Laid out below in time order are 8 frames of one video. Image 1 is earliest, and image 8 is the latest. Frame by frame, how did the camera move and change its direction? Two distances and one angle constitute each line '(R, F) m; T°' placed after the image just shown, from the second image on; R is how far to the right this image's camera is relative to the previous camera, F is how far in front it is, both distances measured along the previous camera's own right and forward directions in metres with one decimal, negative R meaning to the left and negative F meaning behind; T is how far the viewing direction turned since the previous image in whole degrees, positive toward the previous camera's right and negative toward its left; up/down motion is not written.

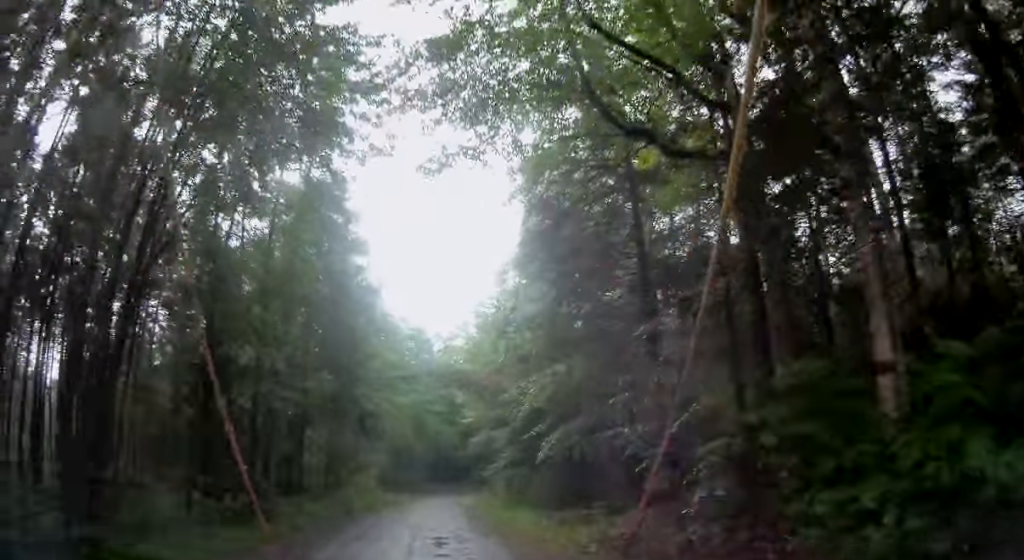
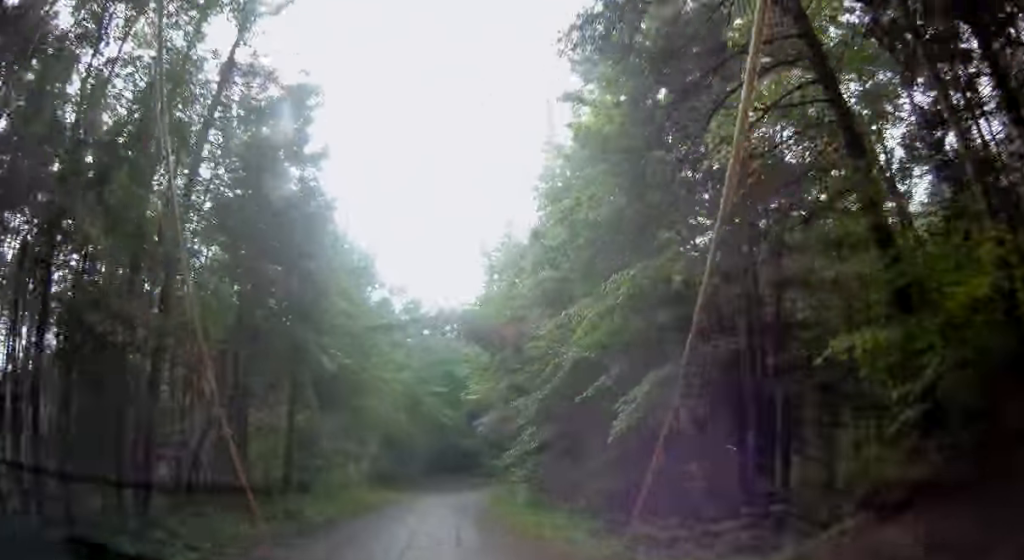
(-0.2, +7.5) m; -2°
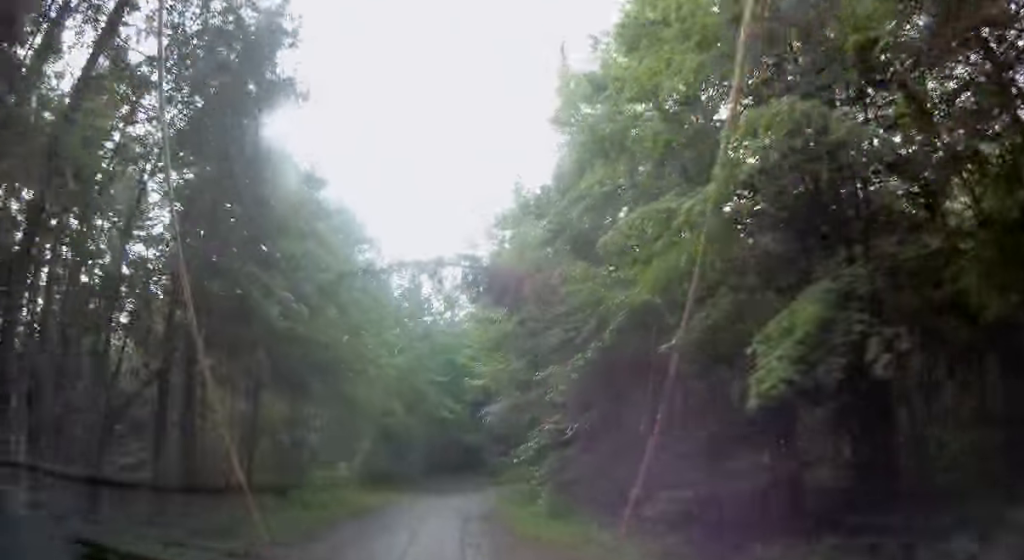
(+0.1, +4.5) m; -2°
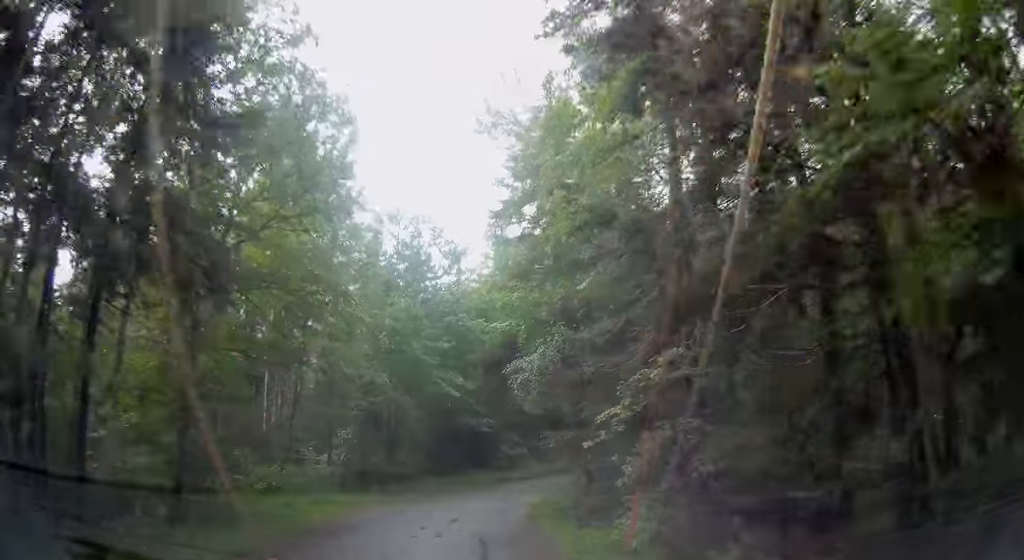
(-0.5, +9.6) m; -2°
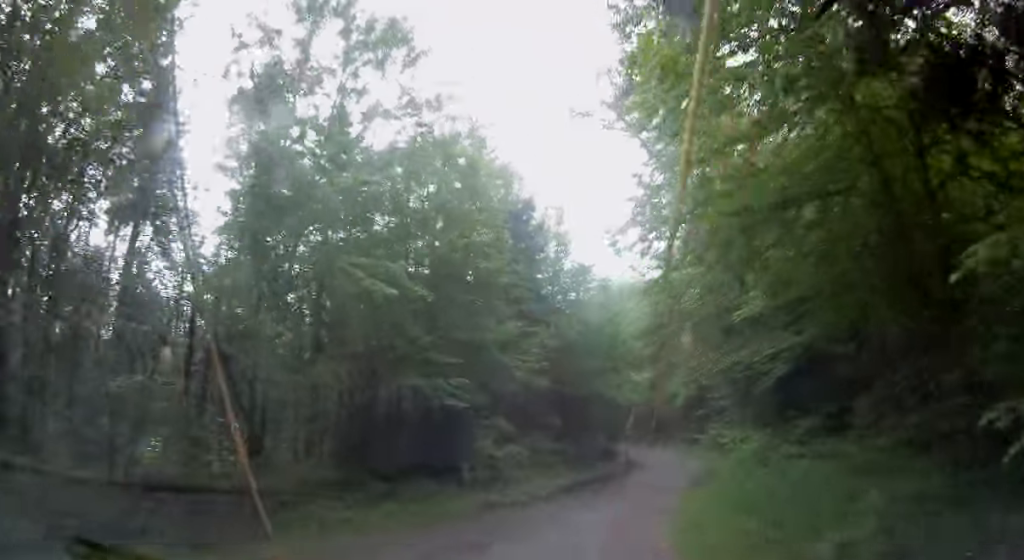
(+1.6, +20.8) m; +12°
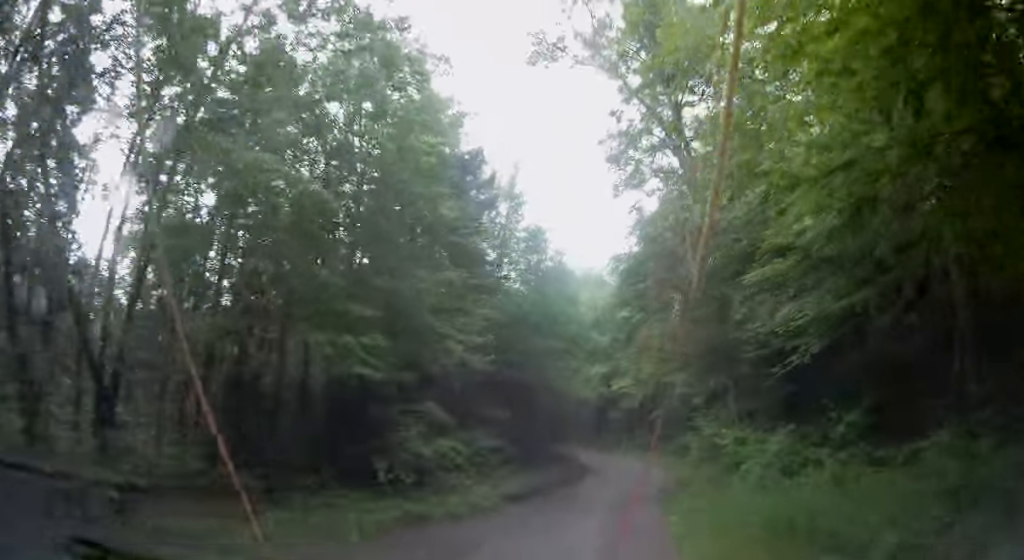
(+0.4, +5.8) m; +4°
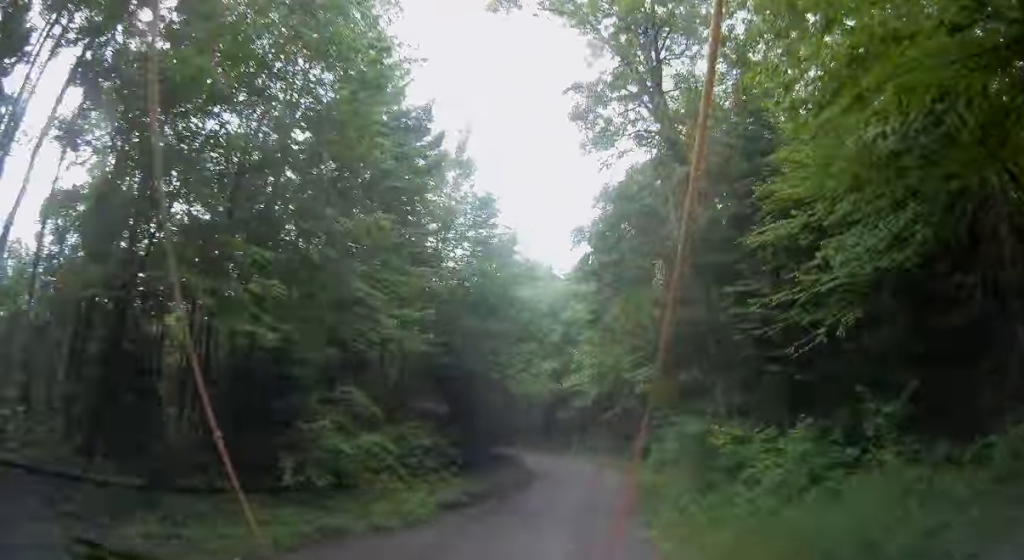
(-0.1, +3.7) m; +2°
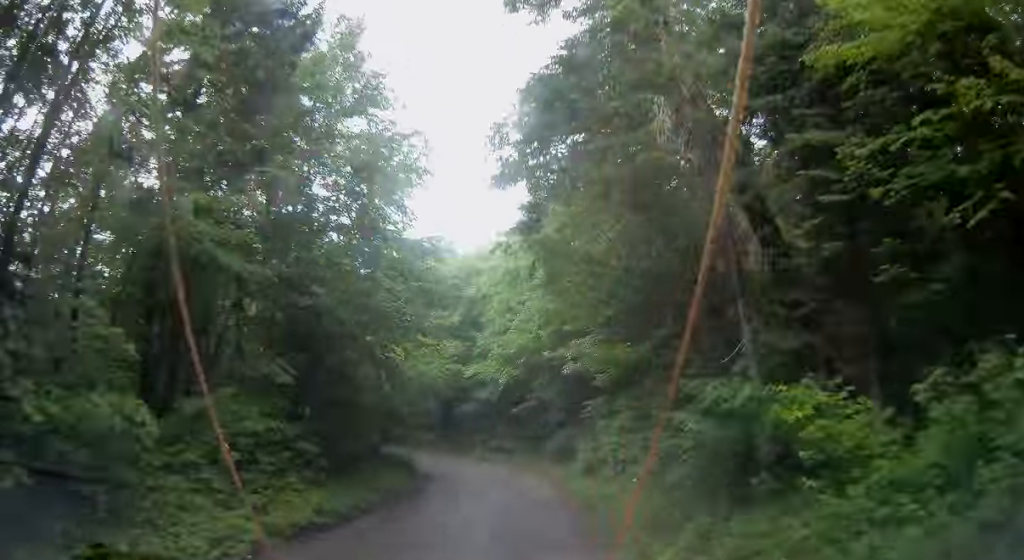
(+0.3, +7.7) m; +4°
